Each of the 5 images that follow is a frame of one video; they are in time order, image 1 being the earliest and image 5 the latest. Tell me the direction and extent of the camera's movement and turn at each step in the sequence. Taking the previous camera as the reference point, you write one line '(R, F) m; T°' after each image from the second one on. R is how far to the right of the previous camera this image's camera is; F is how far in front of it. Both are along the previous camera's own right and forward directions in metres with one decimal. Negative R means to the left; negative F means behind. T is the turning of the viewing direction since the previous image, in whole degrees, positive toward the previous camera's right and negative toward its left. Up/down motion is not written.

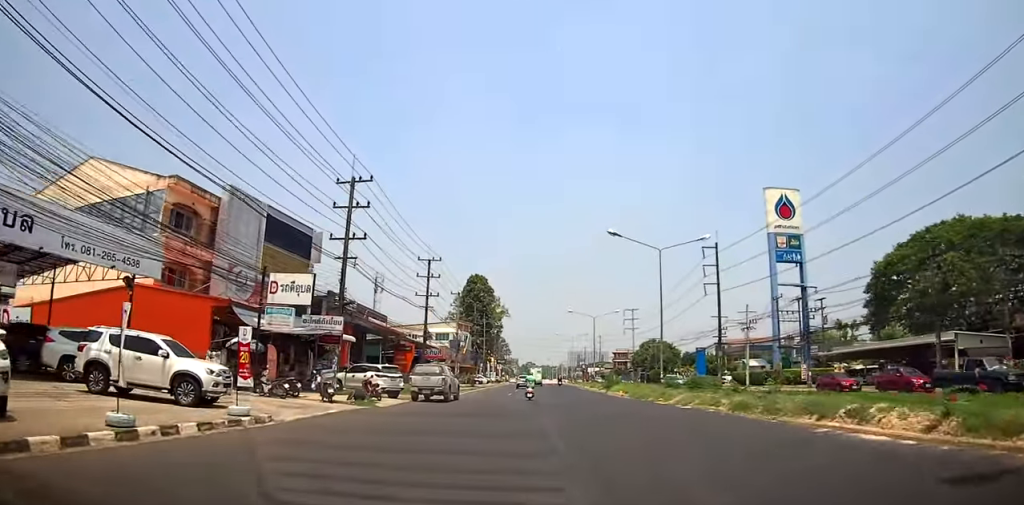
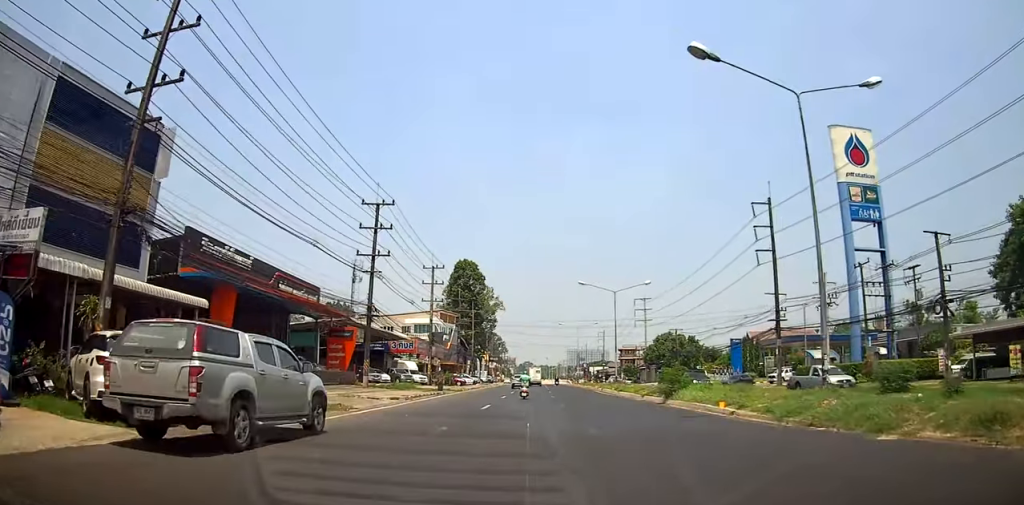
(-0.4, +19.5) m; -1°
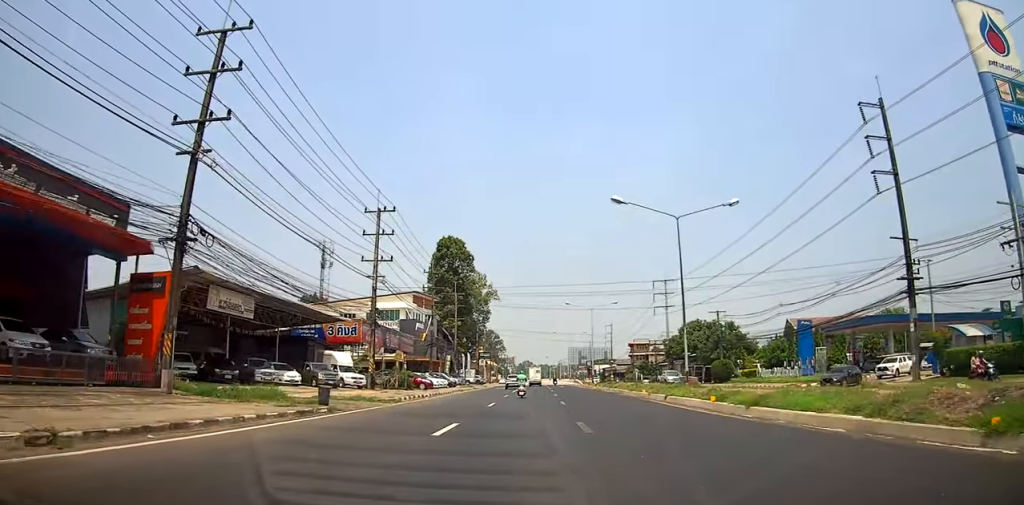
(-0.1, +22.4) m; 0°
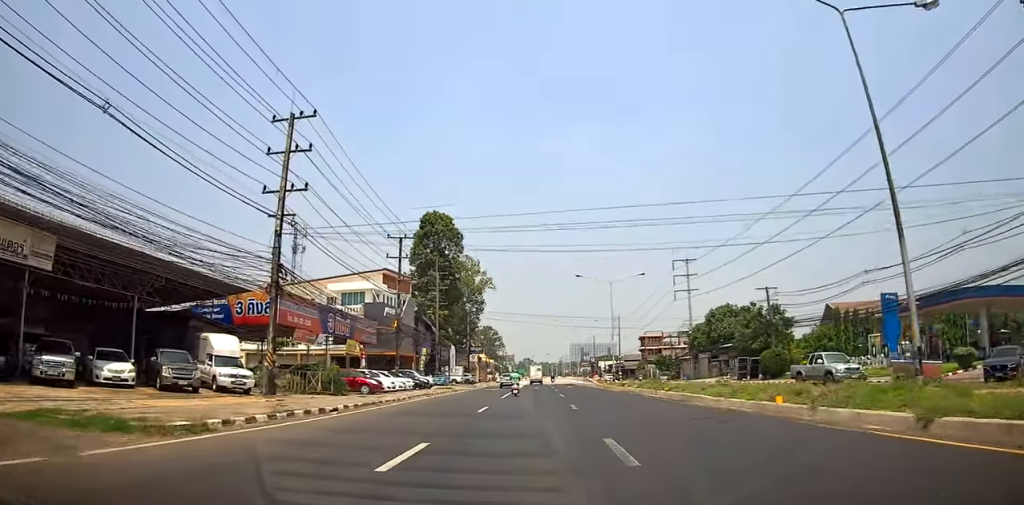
(0.0, +16.8) m; 0°
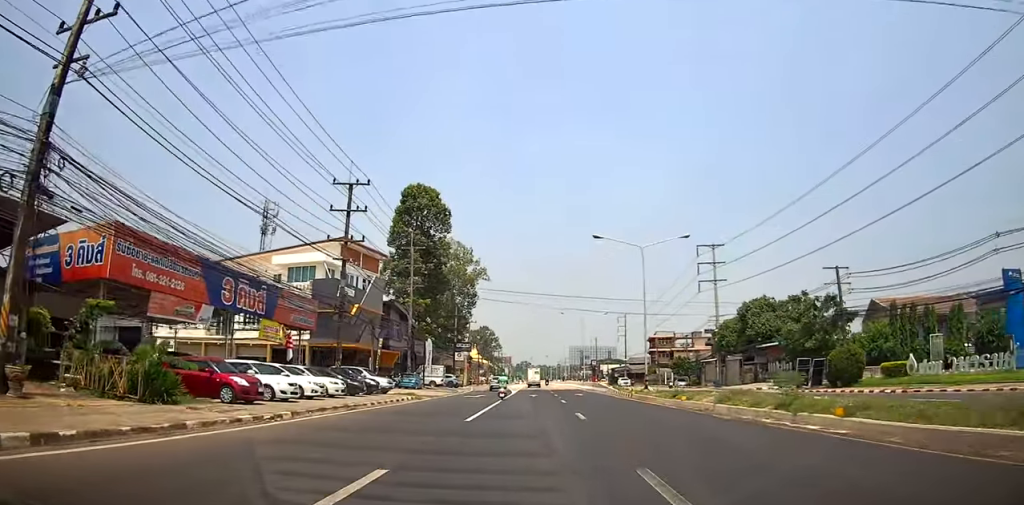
(0.0, +15.2) m; +1°
